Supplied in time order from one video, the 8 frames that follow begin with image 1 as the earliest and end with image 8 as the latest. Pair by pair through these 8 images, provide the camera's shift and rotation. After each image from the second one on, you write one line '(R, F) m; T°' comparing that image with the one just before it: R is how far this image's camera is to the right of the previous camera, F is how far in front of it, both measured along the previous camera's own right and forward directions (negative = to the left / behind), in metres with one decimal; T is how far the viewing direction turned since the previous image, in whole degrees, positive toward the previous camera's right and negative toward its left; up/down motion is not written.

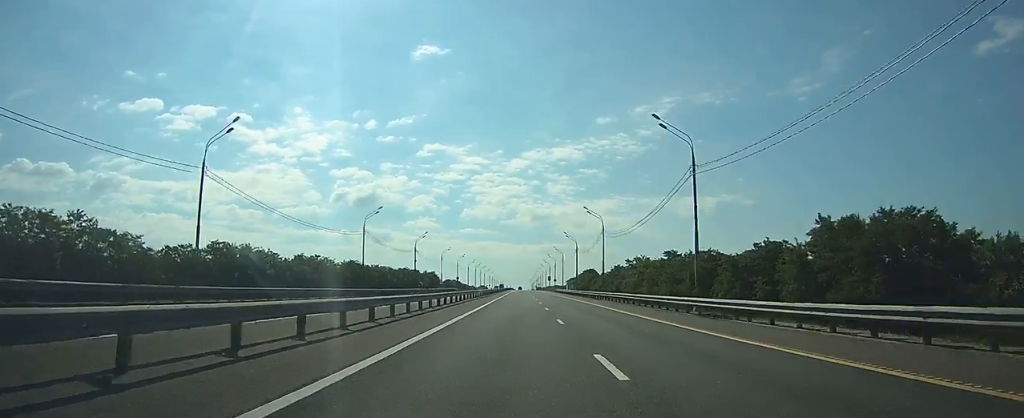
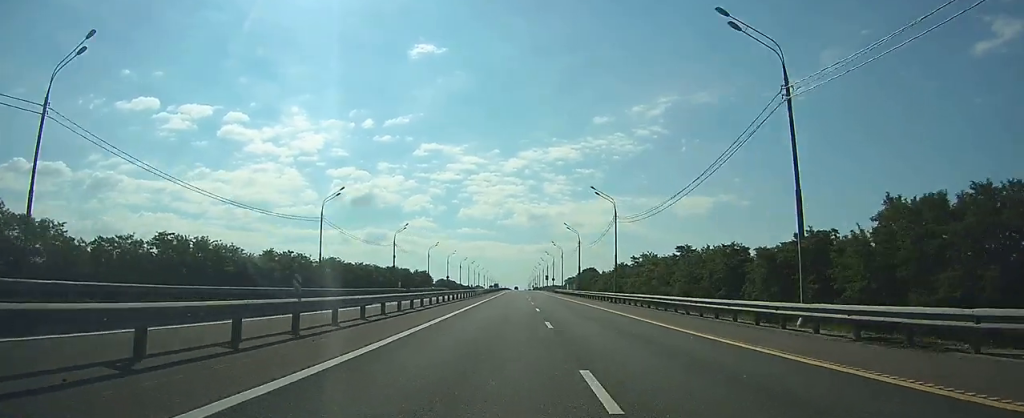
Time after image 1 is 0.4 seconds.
(+0.1, +13.9) m; 0°
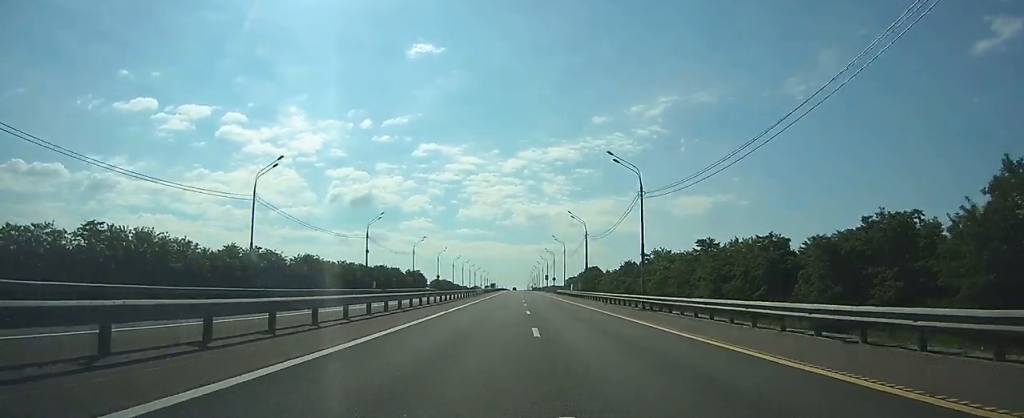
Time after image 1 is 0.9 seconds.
(+0.1, +15.0) m; 0°
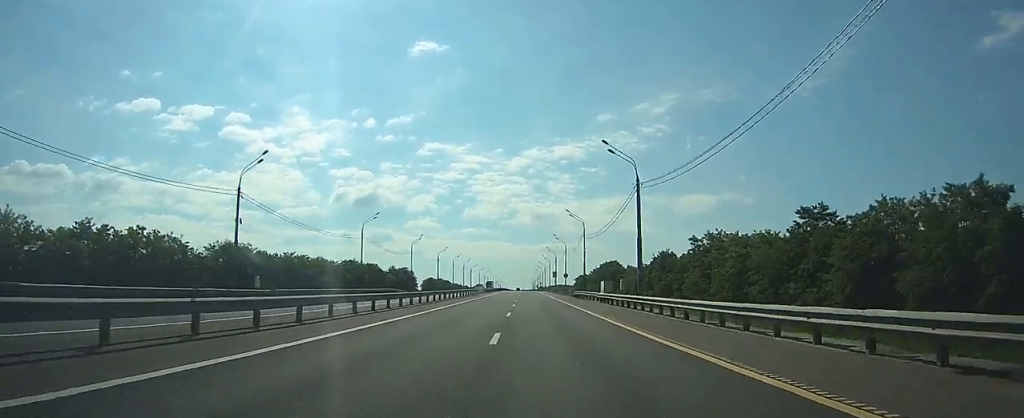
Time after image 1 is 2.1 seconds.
(+0.2, +37.5) m; 0°
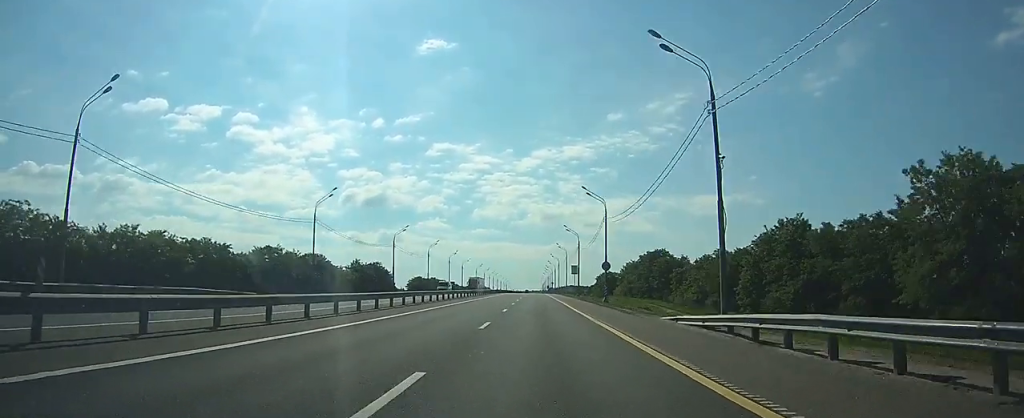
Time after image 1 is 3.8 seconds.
(-0.2, +54.7) m; -1°
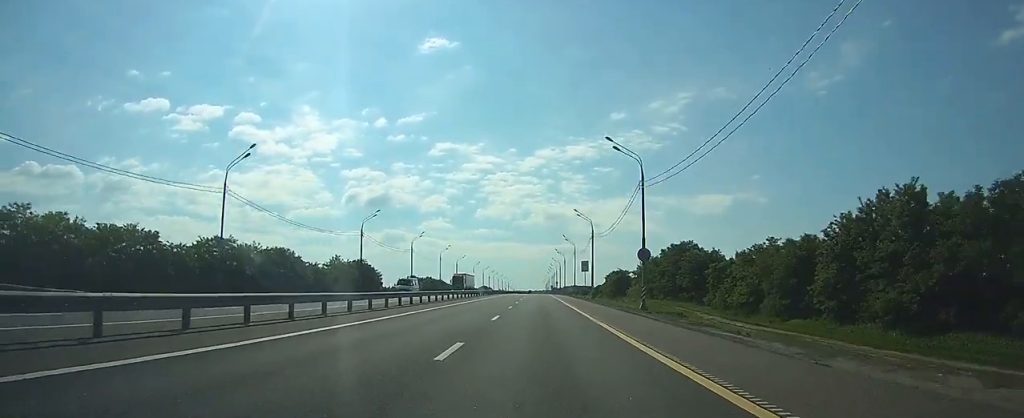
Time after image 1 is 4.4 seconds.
(0.0, +19.3) m; 0°
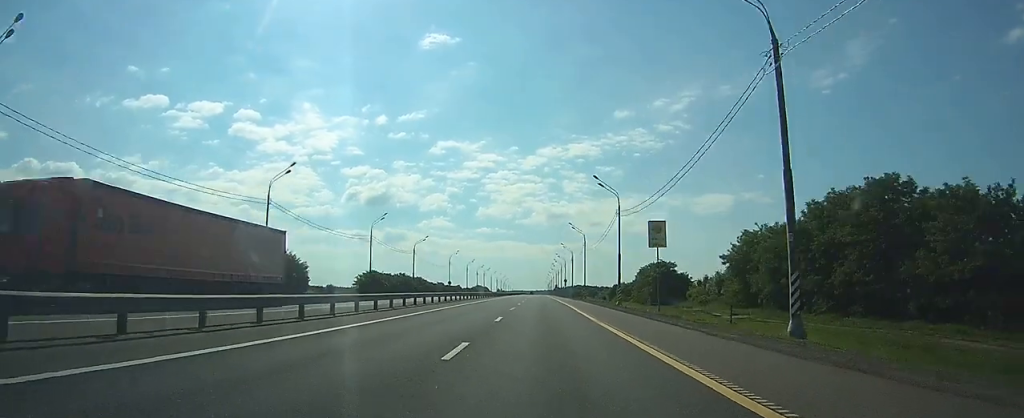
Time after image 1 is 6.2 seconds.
(-0.6, +59.0) m; -1°
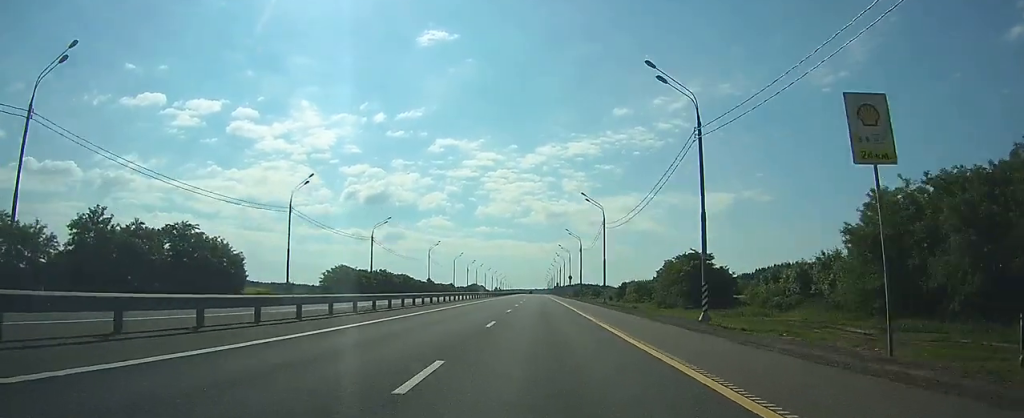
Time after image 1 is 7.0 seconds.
(0.0, +26.8) m; 0°
